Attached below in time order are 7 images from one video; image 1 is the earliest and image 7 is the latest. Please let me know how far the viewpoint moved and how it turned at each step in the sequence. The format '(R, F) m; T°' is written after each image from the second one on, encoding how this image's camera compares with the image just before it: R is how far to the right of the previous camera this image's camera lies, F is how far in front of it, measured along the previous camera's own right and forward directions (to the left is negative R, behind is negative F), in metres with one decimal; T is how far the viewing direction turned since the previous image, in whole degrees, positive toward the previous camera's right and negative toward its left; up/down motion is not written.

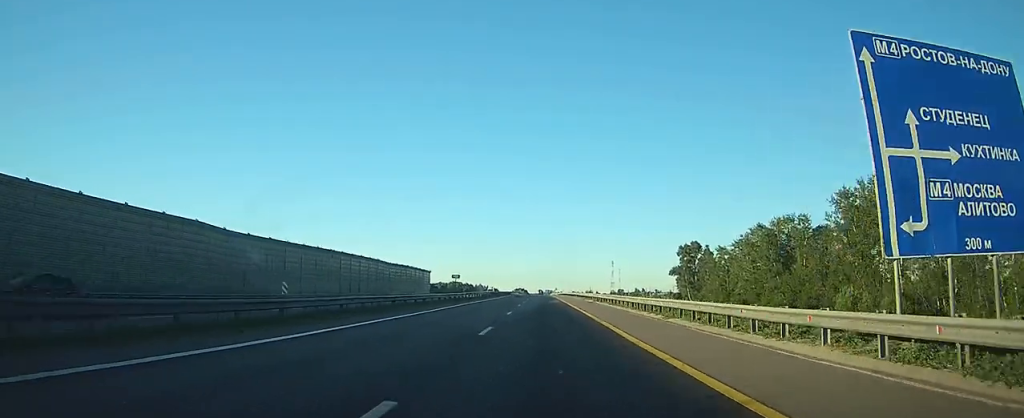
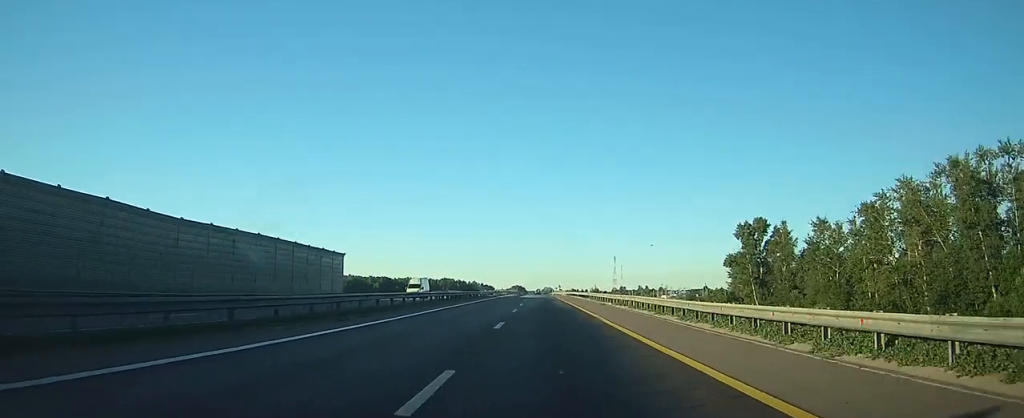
(-0.4, +57.7) m; -1°
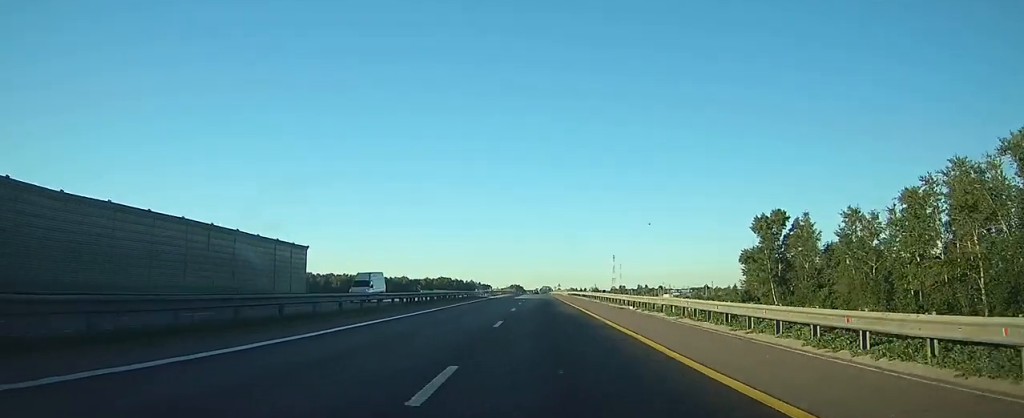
(0.0, +11.5) m; 0°
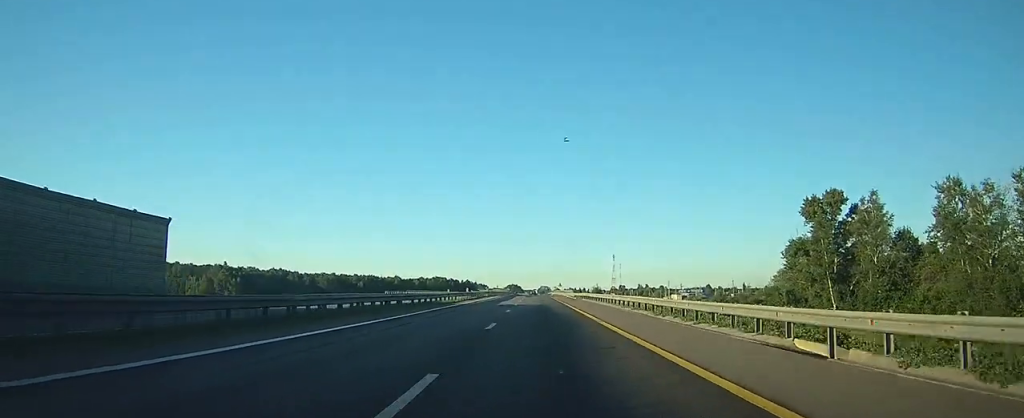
(0.0, +24.7) m; 0°
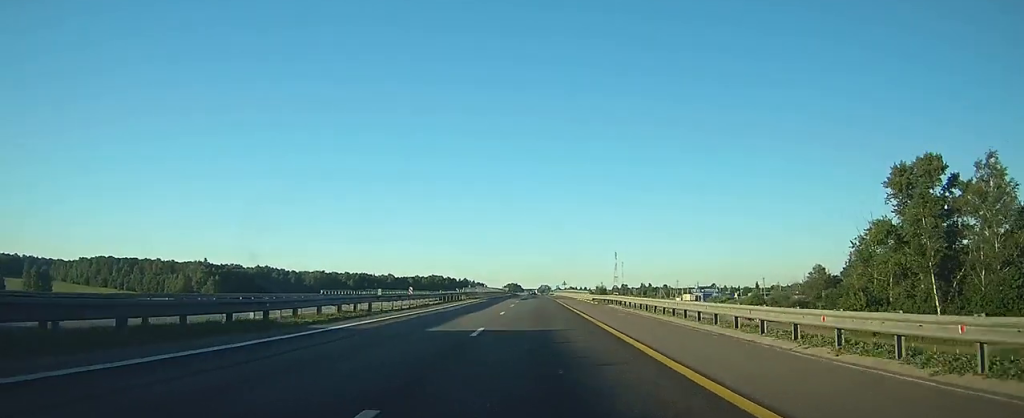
(0.0, +26.4) m; 0°
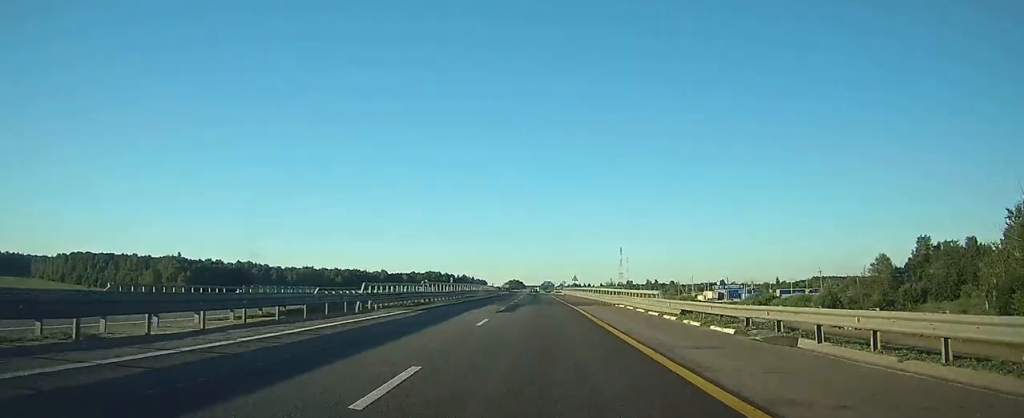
(0.0, +33.3) m; 0°
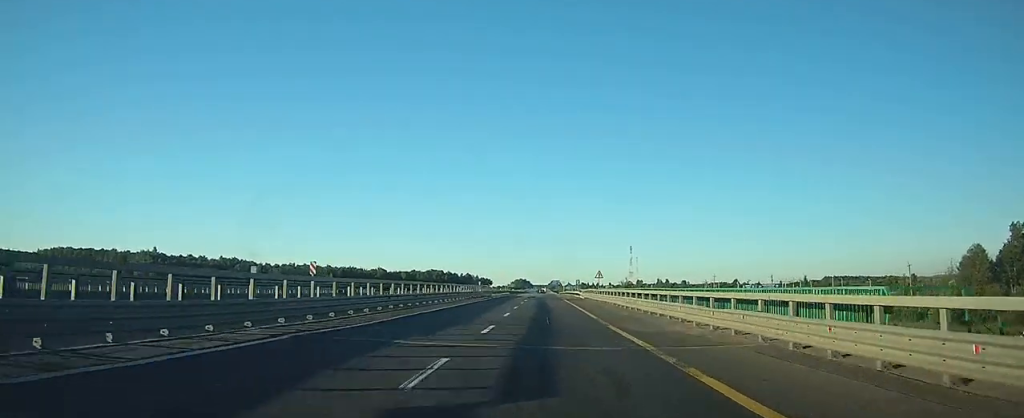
(0.0, +32.2) m; 0°
